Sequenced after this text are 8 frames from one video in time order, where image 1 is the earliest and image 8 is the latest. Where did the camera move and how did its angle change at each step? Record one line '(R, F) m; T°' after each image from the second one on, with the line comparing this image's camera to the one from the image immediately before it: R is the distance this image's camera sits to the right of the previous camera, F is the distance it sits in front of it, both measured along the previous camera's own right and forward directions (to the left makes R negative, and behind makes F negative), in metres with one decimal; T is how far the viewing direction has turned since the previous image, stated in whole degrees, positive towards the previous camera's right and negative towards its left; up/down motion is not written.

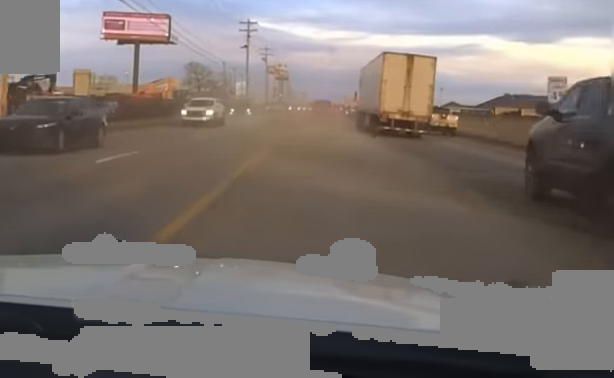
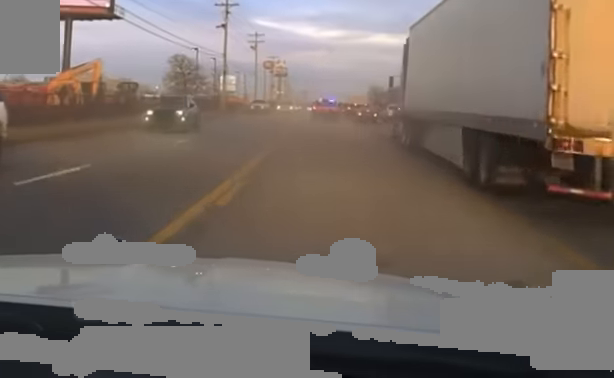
(-0.2, +32.0) m; 0°
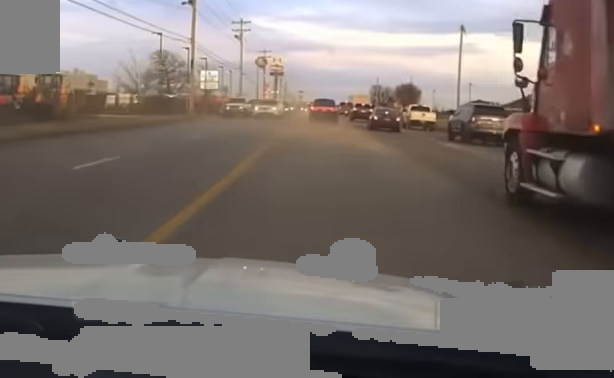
(+0.3, +22.7) m; 0°
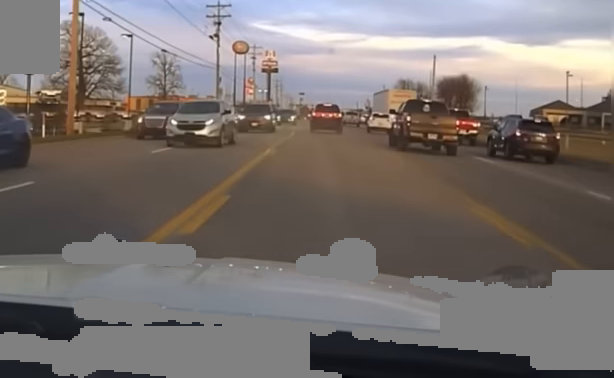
(-0.6, +78.0) m; -1°
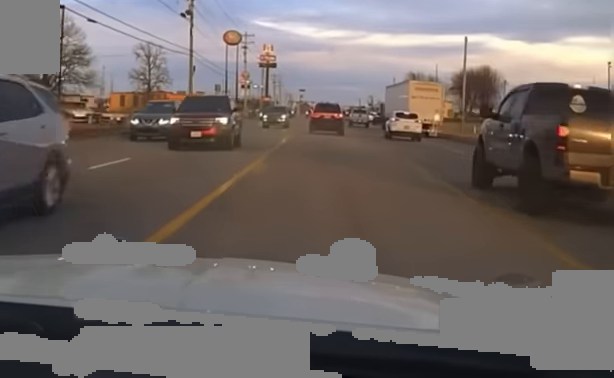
(-0.1, +16.5) m; 0°
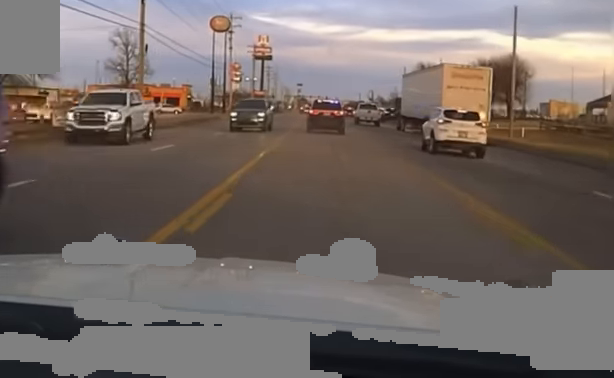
(+0.1, +17.2) m; 0°
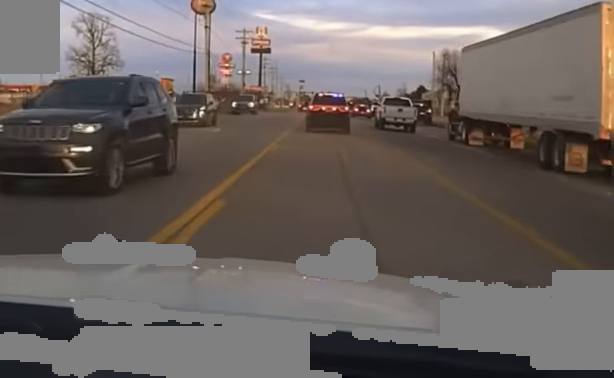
(+0.1, +24.9) m; 0°
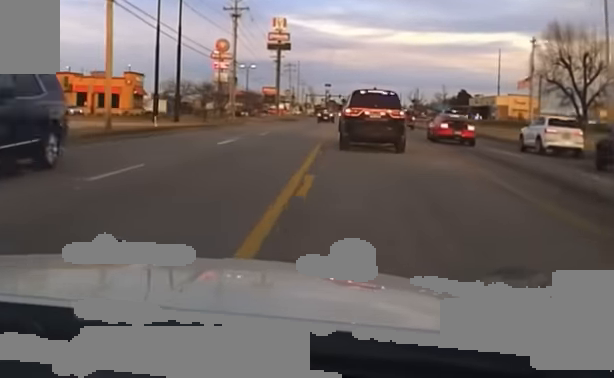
(-0.6, +47.1) m; -1°
